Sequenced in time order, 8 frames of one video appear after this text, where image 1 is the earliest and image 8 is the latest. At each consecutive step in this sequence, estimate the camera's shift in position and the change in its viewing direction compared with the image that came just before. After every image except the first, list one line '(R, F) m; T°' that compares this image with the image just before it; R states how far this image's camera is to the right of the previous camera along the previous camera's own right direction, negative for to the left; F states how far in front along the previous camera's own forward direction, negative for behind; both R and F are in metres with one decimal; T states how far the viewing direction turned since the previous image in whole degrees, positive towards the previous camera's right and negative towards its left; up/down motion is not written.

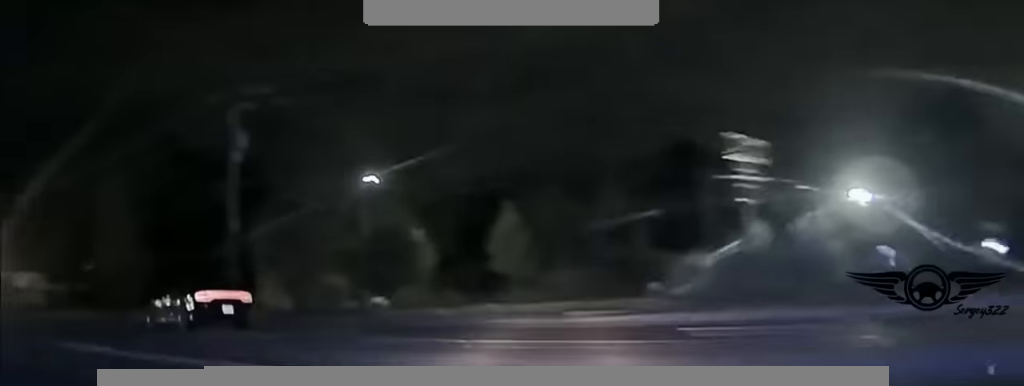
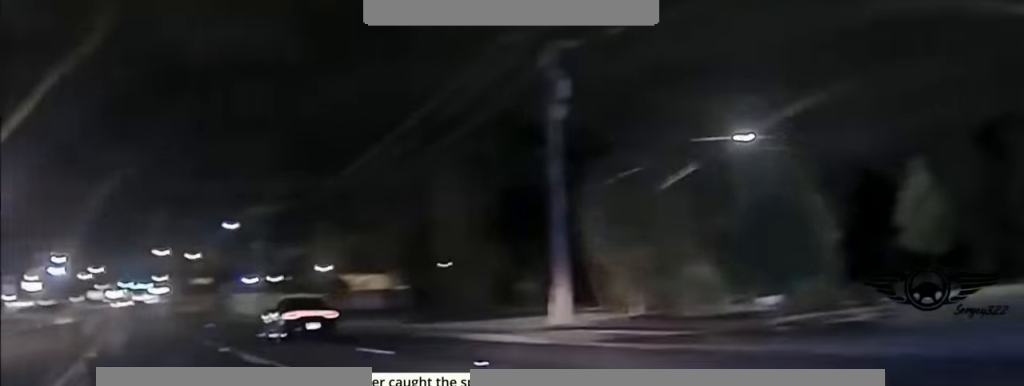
(-2.7, +12.6) m; -19°
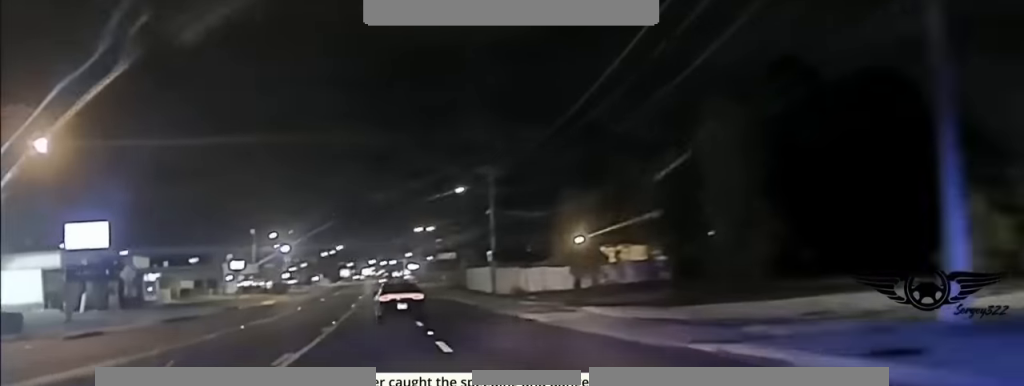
(-1.7, +14.1) m; -10°
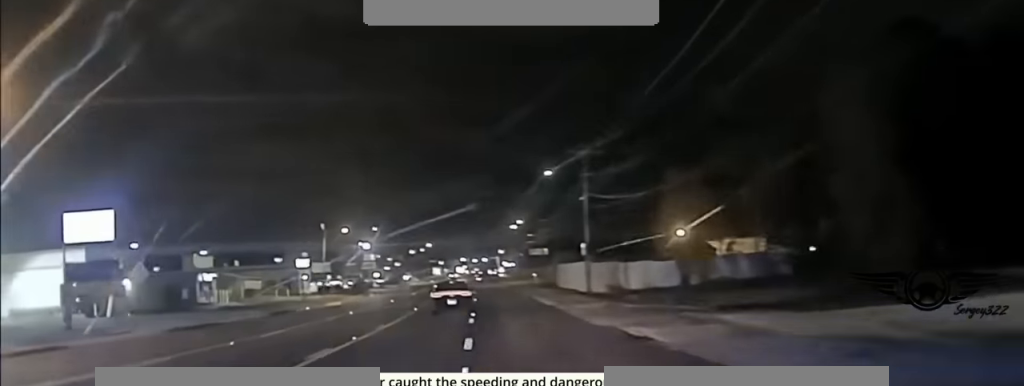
(-0.5, +9.8) m; -4°
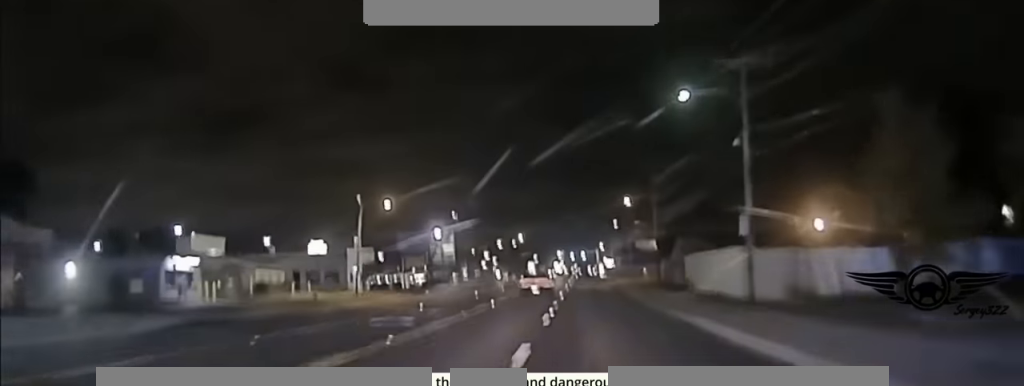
(-1.6, +29.1) m; -4°
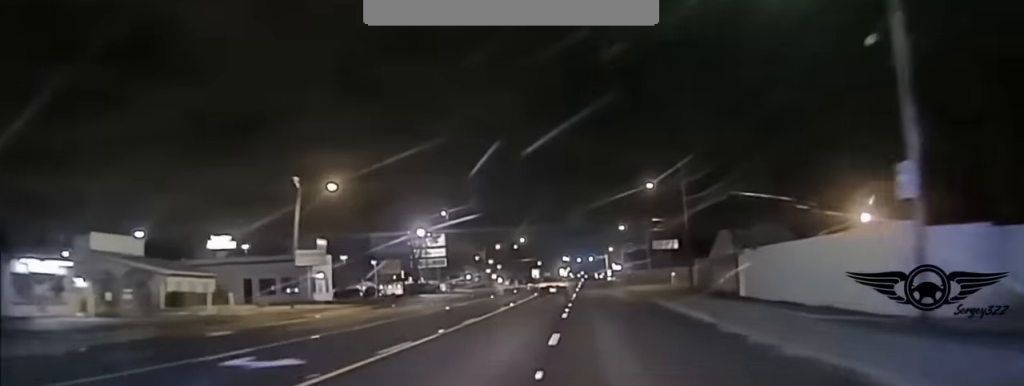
(-0.3, +20.0) m; 0°
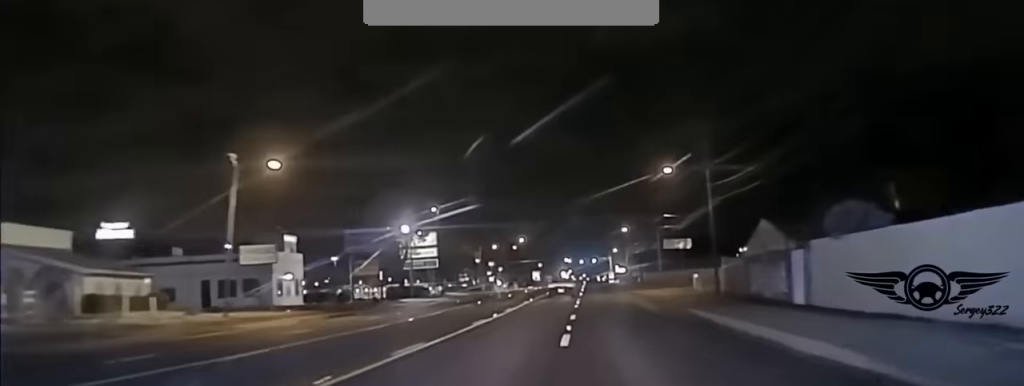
(+0.2, +15.9) m; +1°
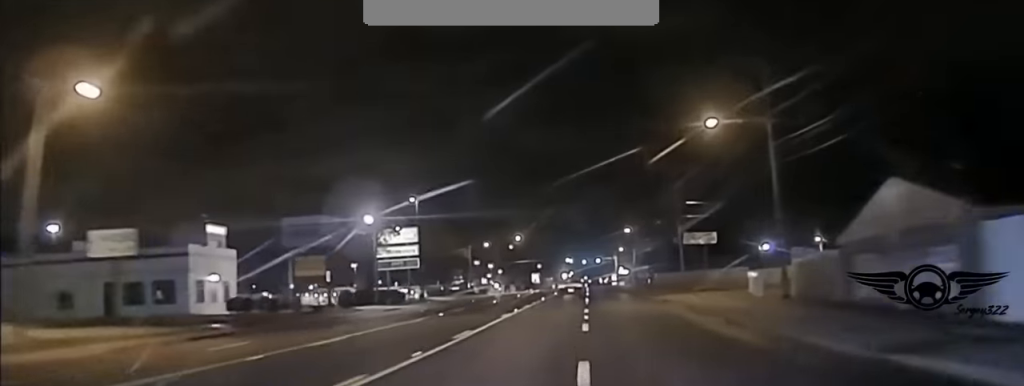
(+0.2, +23.0) m; +1°
